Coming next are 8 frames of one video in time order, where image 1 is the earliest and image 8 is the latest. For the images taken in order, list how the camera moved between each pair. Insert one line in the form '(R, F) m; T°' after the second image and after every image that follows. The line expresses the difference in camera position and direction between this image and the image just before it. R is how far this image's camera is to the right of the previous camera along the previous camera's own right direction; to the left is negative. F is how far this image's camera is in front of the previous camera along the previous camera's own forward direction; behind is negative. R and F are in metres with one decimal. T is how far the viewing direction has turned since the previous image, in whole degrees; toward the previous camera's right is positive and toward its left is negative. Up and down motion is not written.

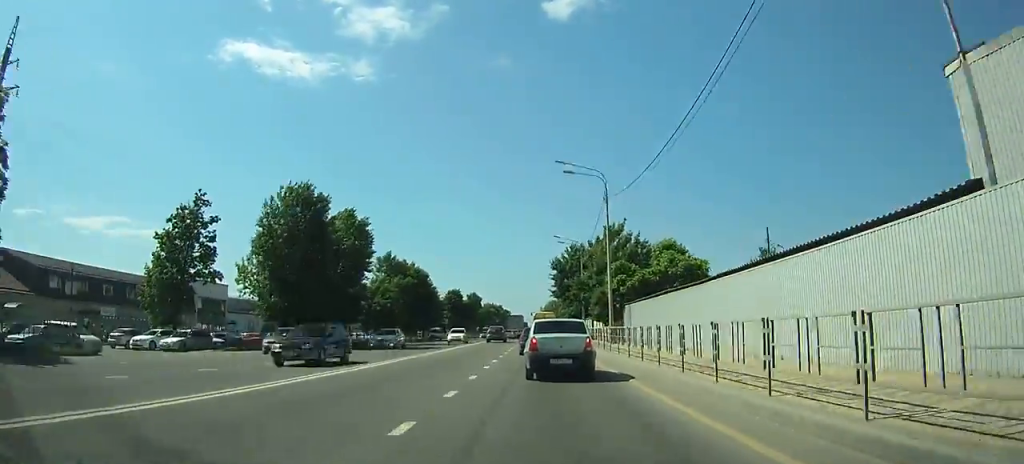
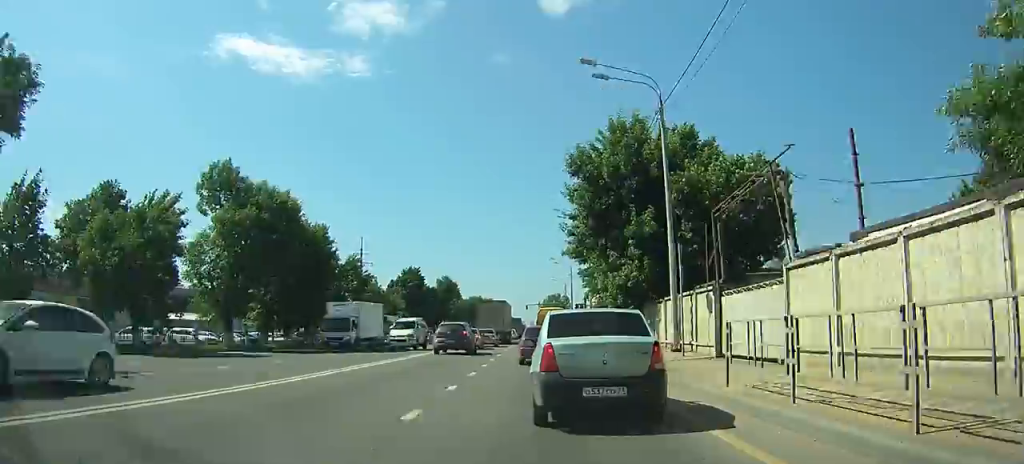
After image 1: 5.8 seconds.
(0.0, +46.5) m; 0°
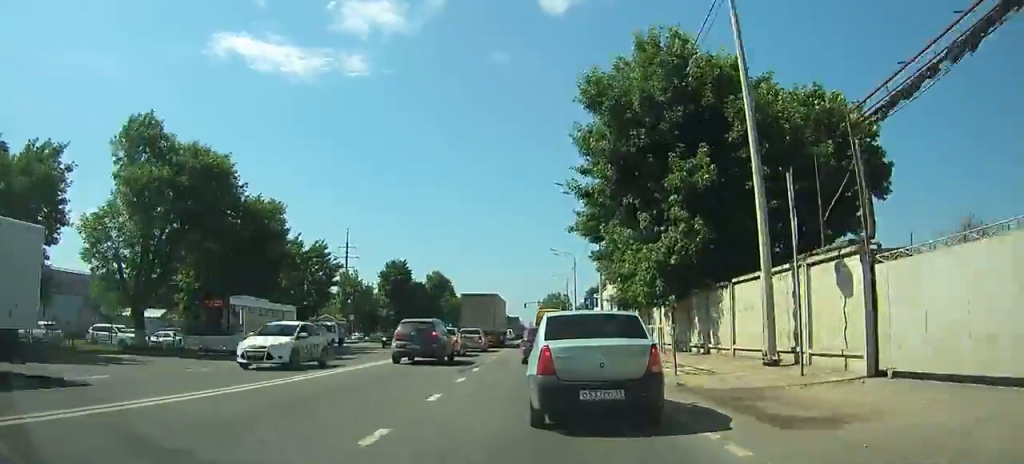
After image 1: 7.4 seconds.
(0.0, +11.9) m; 0°
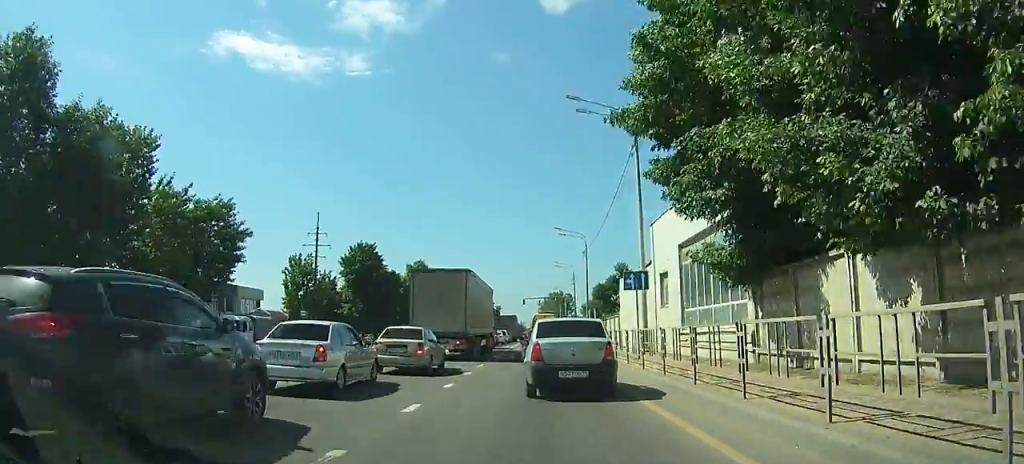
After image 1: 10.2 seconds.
(0.0, +20.6) m; 0°
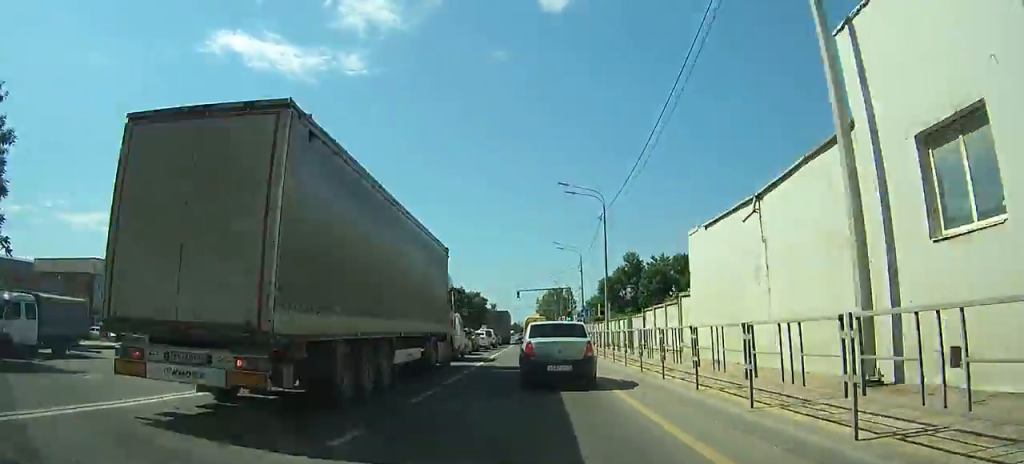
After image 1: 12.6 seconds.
(0.0, +19.3) m; 0°
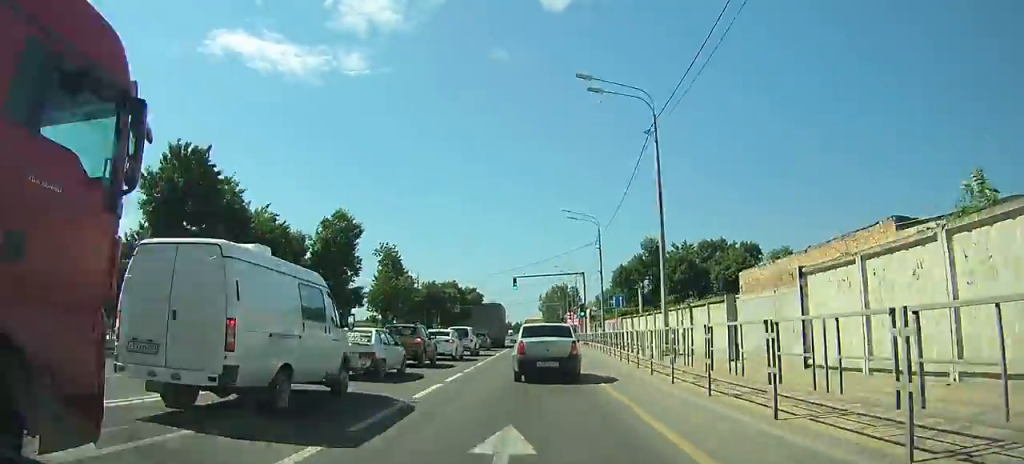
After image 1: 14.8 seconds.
(-0.1, +19.8) m; 0°
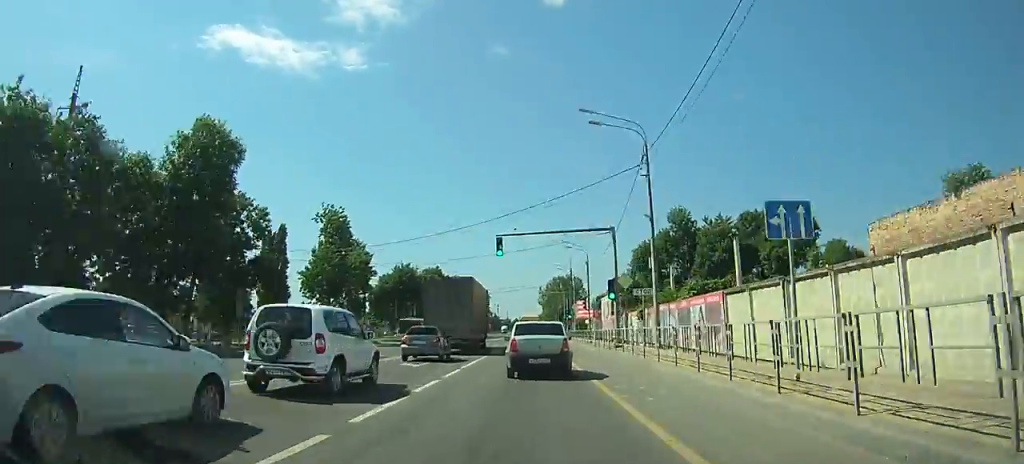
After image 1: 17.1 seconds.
(-0.1, +23.3) m; 0°
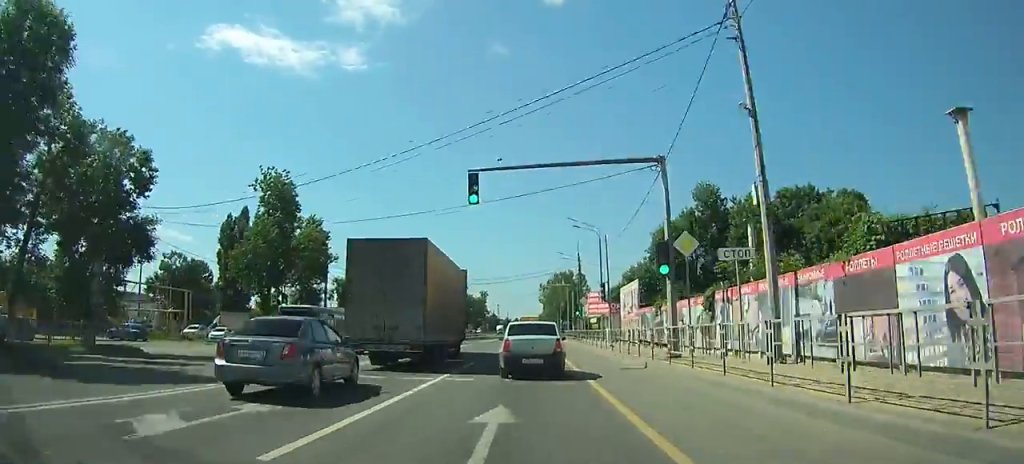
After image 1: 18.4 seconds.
(-0.1, +14.6) m; 0°
